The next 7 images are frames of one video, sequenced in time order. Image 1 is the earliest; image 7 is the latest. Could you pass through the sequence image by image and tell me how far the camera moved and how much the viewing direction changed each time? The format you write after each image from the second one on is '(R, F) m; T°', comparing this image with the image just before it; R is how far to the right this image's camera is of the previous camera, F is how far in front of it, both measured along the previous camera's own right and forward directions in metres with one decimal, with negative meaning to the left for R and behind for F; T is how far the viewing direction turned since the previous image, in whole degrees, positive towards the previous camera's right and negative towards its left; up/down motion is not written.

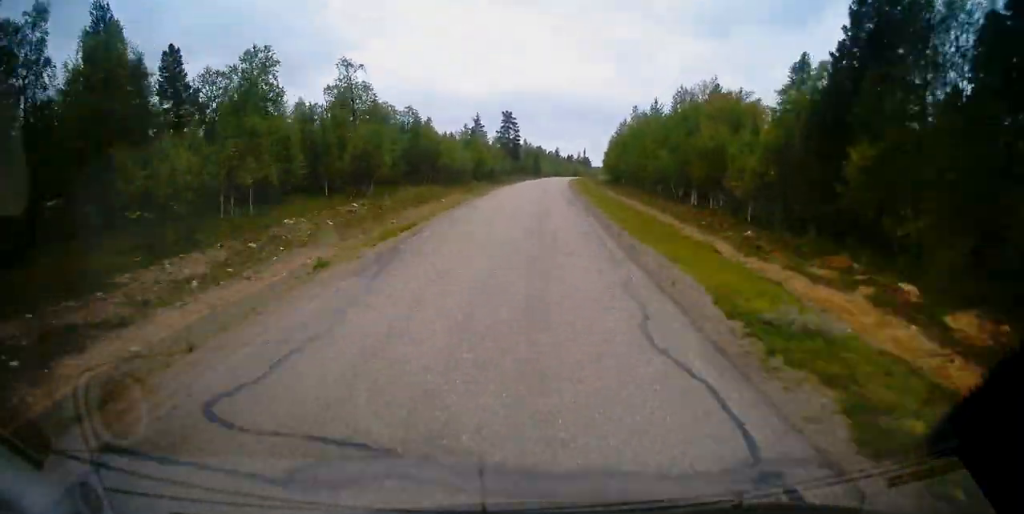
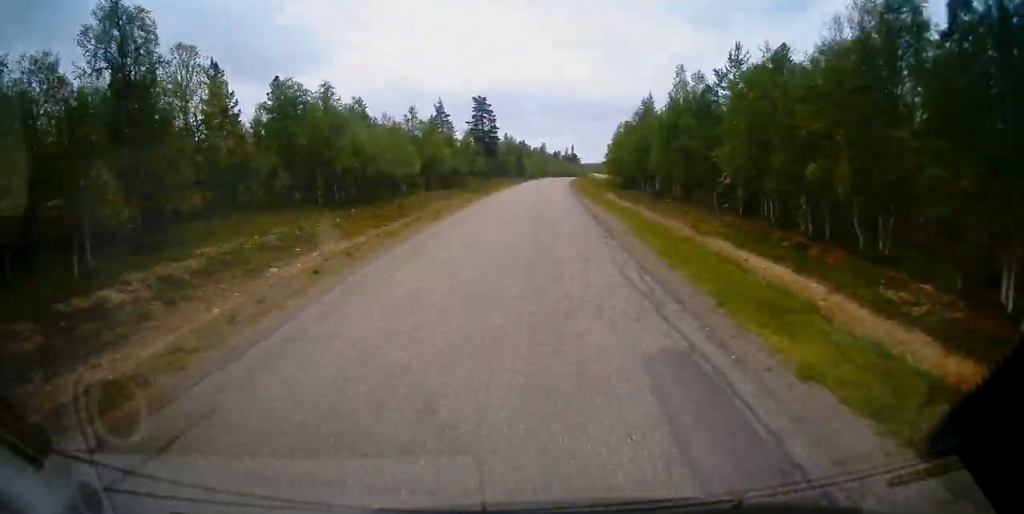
(+0.5, +30.8) m; +1°
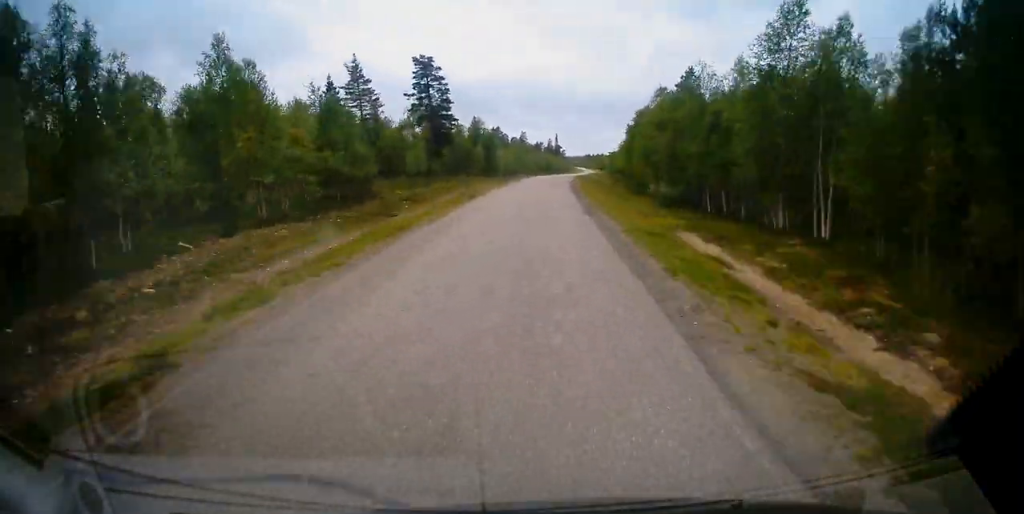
(+0.4, +37.9) m; +2°
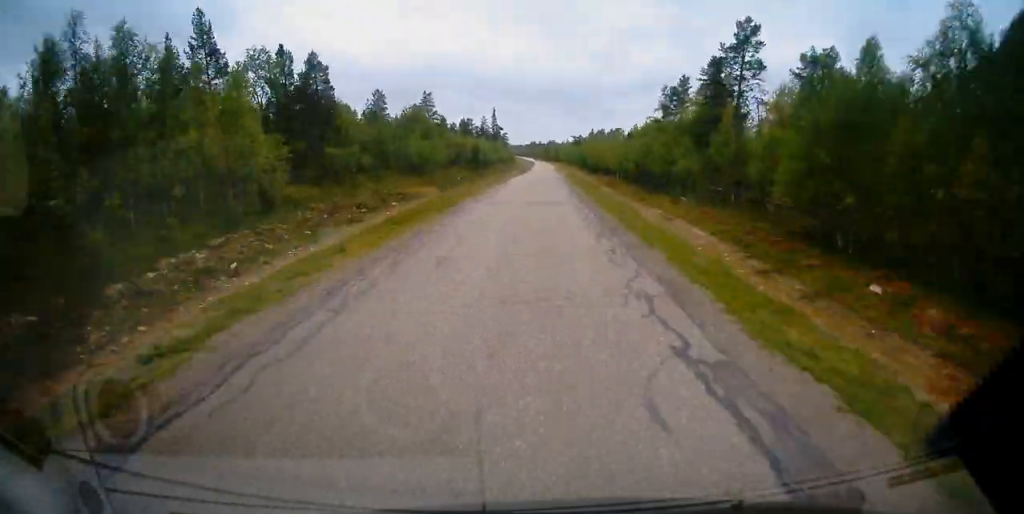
(+4.1, +97.2) m; +4°
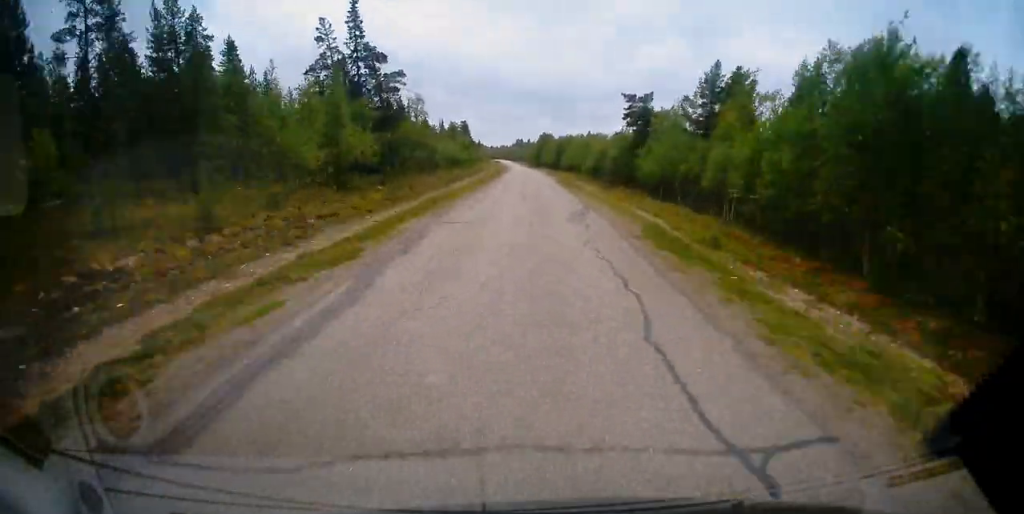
(+2.1, +141.6) m; 0°
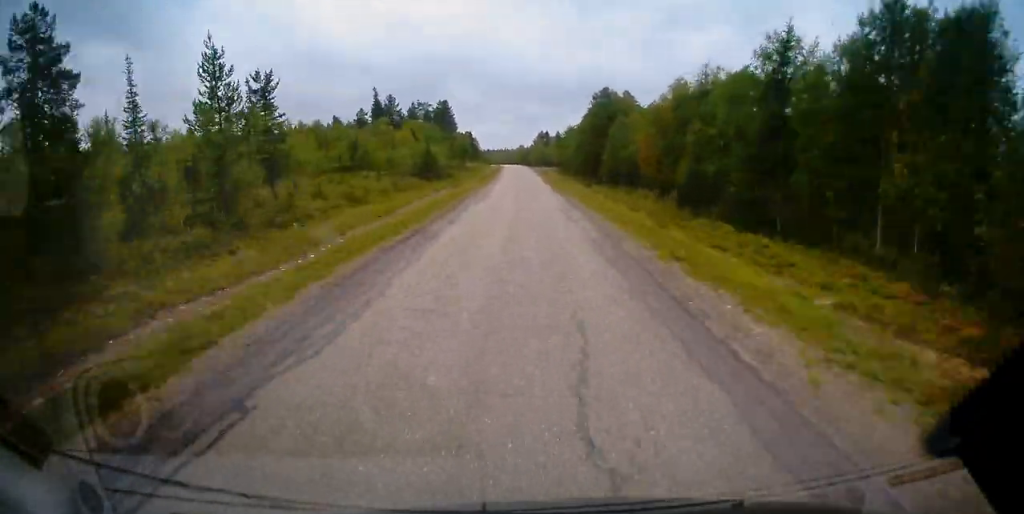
(-3.1, +132.9) m; -3°
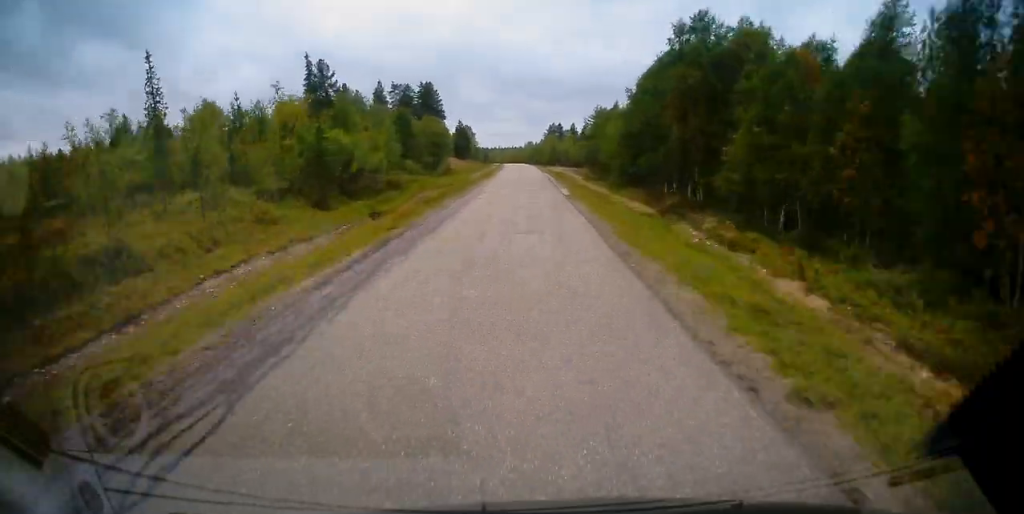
(-0.3, +39.7) m; -1°
